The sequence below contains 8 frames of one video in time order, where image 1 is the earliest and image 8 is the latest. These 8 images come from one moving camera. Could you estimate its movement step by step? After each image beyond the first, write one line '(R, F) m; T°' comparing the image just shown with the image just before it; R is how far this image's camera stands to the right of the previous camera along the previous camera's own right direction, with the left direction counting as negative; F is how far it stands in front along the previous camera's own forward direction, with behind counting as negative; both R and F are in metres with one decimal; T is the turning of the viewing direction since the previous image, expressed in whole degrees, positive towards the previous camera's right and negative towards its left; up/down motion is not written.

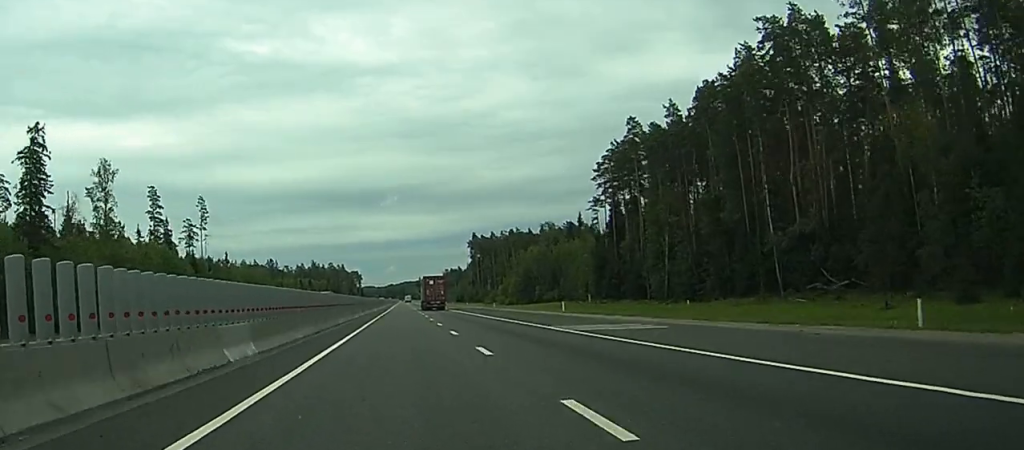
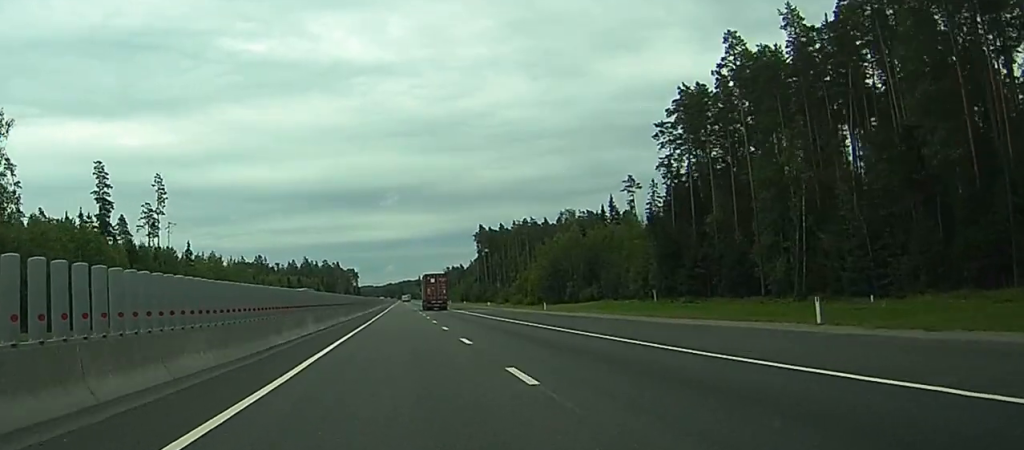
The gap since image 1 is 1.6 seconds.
(+0.3, +42.5) m; +1°
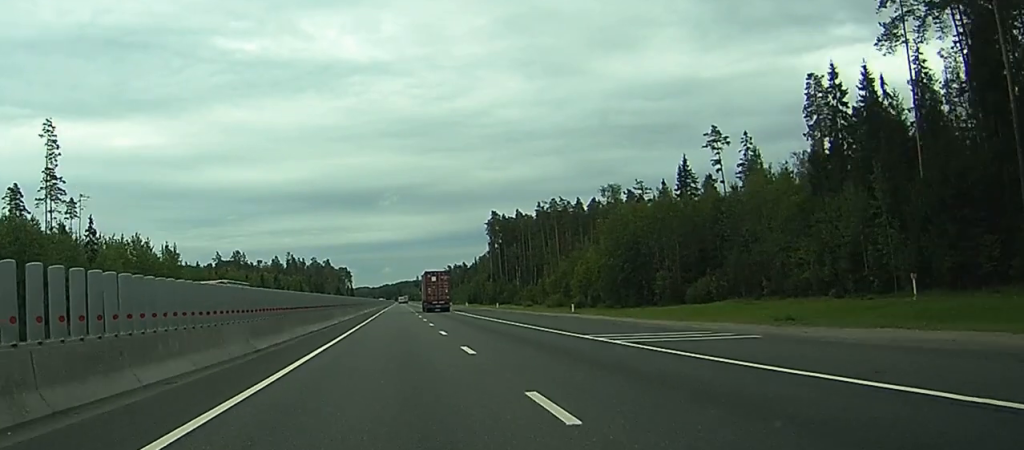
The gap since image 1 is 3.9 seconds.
(+0.1, +63.7) m; 0°
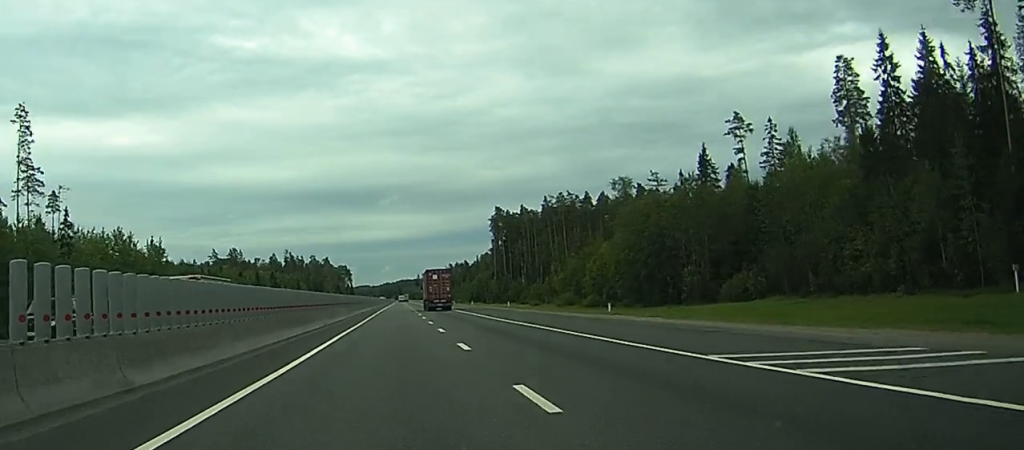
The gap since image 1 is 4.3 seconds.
(0.0, +10.9) m; 0°
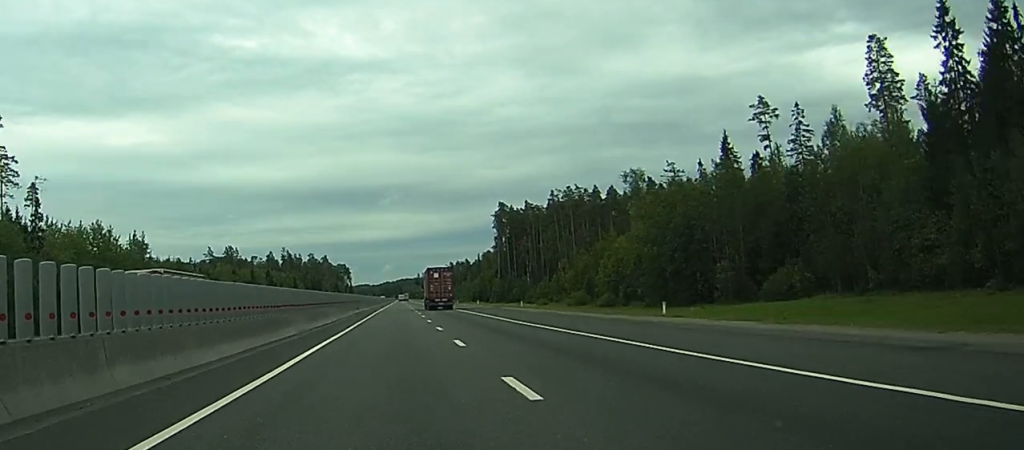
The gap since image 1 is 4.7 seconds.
(0.0, +10.9) m; 0°
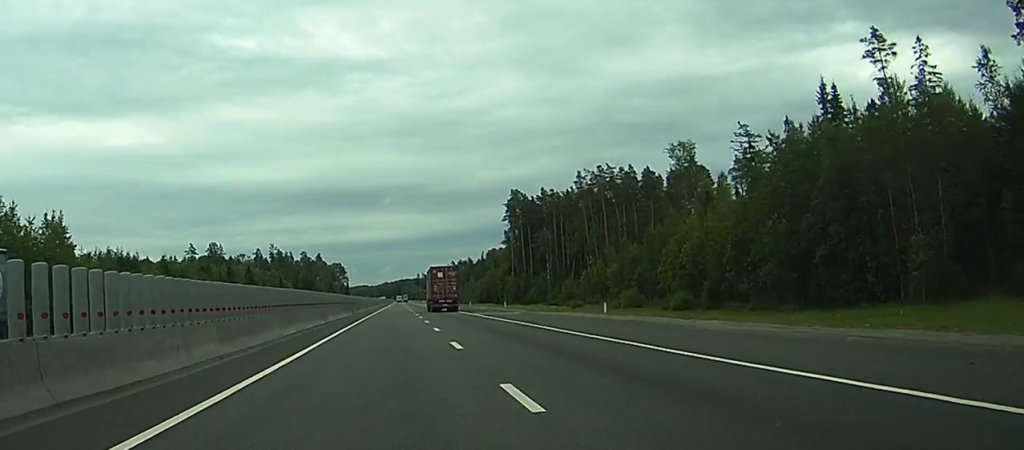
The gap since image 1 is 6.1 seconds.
(+0.1, +37.2) m; +1°
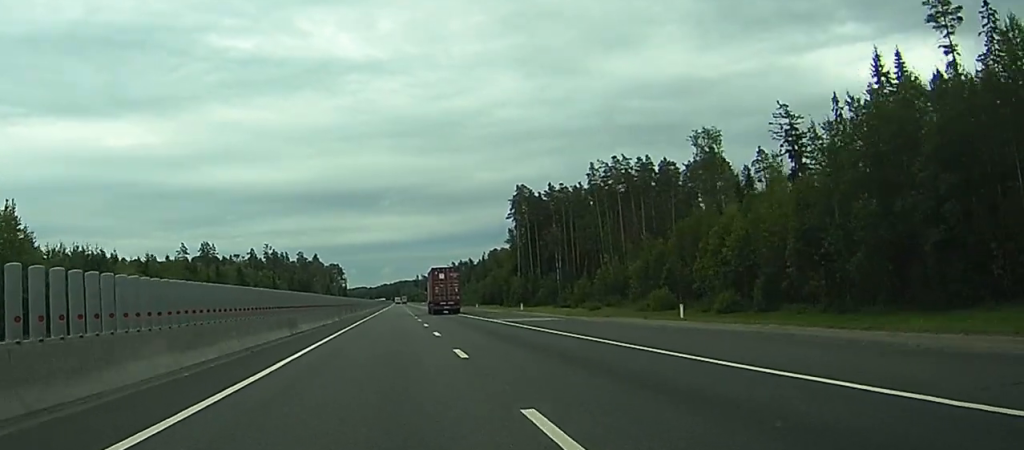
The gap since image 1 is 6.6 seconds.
(+0.1, +14.5) m; 0°
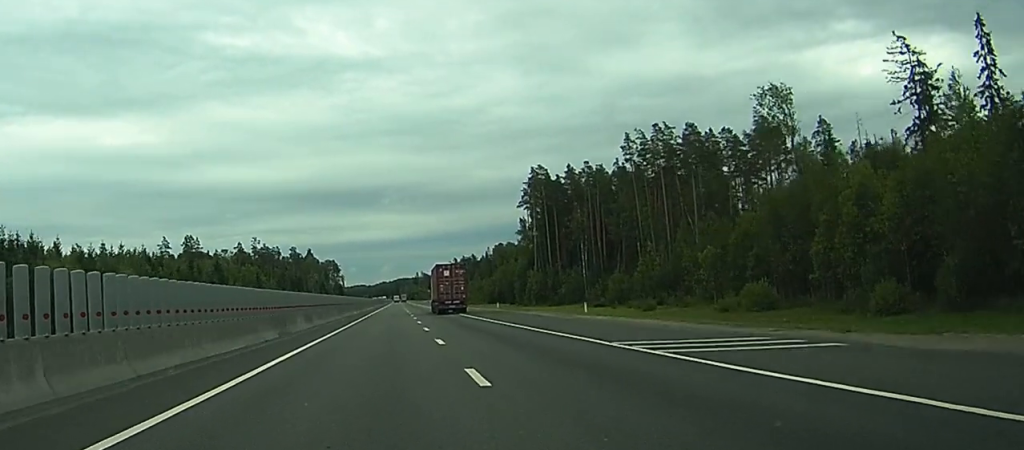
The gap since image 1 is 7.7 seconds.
(-0.1, +29.9) m; 0°
